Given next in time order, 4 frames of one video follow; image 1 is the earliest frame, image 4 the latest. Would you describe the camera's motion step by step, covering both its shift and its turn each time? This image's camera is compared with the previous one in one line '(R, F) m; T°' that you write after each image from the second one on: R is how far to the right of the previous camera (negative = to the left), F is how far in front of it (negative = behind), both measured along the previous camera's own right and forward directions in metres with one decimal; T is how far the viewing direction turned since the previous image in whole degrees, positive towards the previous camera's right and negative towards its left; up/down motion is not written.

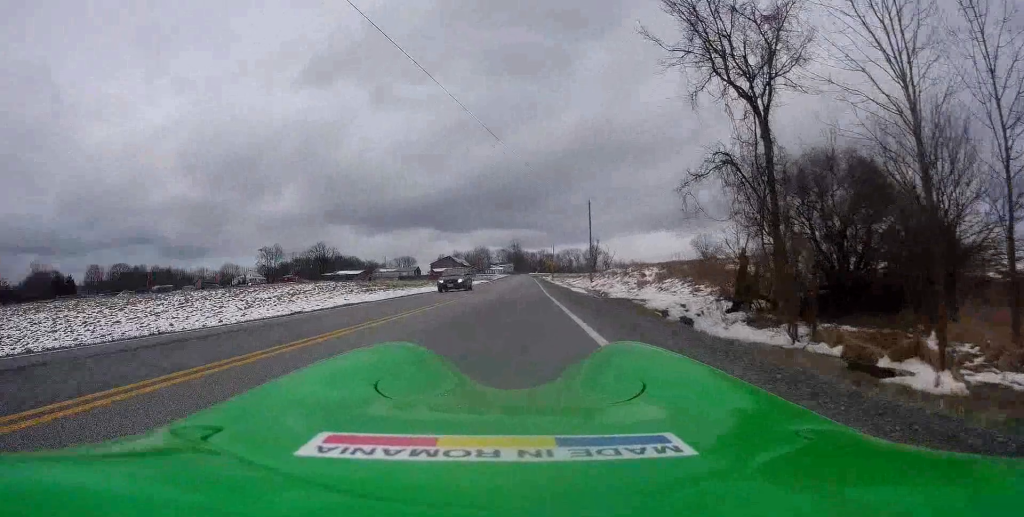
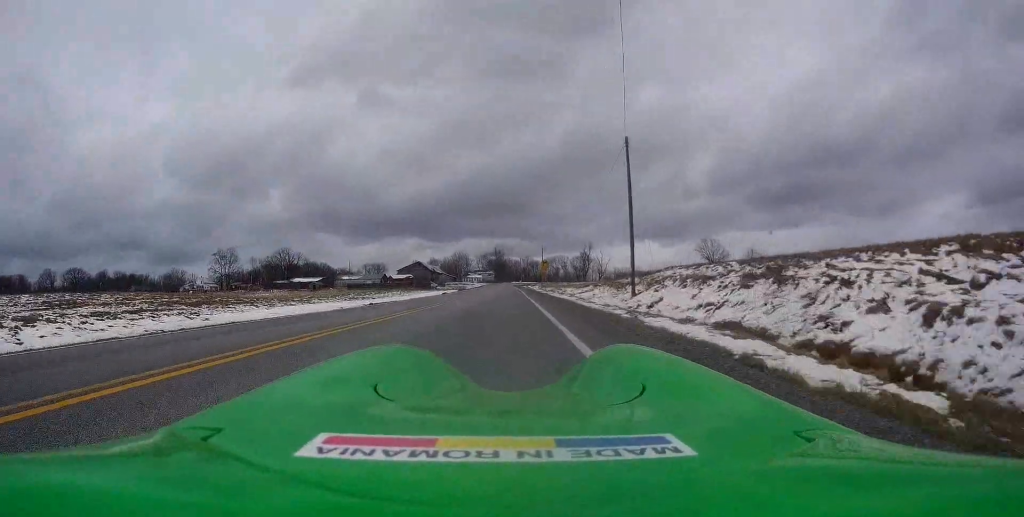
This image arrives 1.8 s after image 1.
(+0.3, +31.9) m; +2°
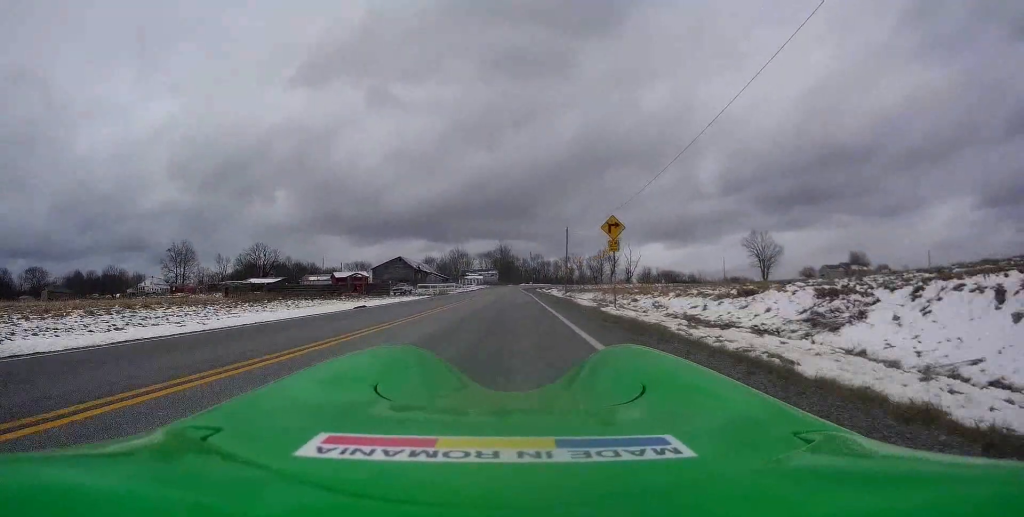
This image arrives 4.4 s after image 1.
(-0.9, +44.5) m; -1°
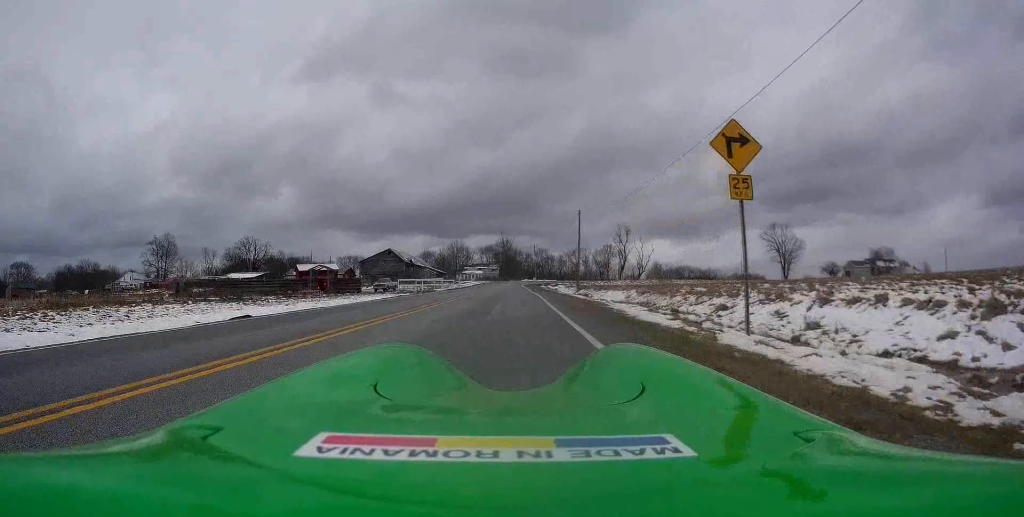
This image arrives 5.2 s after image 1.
(+0.5, +14.0) m; +2°
